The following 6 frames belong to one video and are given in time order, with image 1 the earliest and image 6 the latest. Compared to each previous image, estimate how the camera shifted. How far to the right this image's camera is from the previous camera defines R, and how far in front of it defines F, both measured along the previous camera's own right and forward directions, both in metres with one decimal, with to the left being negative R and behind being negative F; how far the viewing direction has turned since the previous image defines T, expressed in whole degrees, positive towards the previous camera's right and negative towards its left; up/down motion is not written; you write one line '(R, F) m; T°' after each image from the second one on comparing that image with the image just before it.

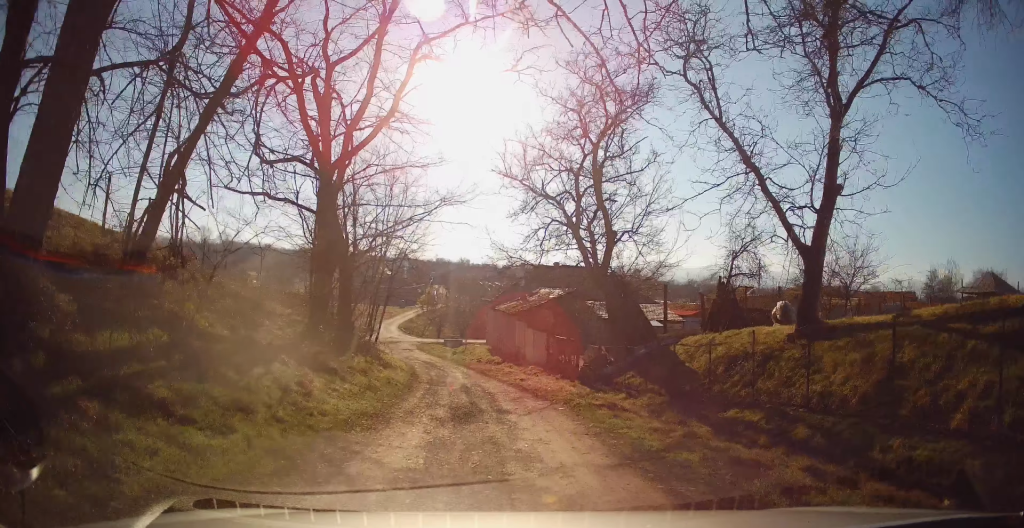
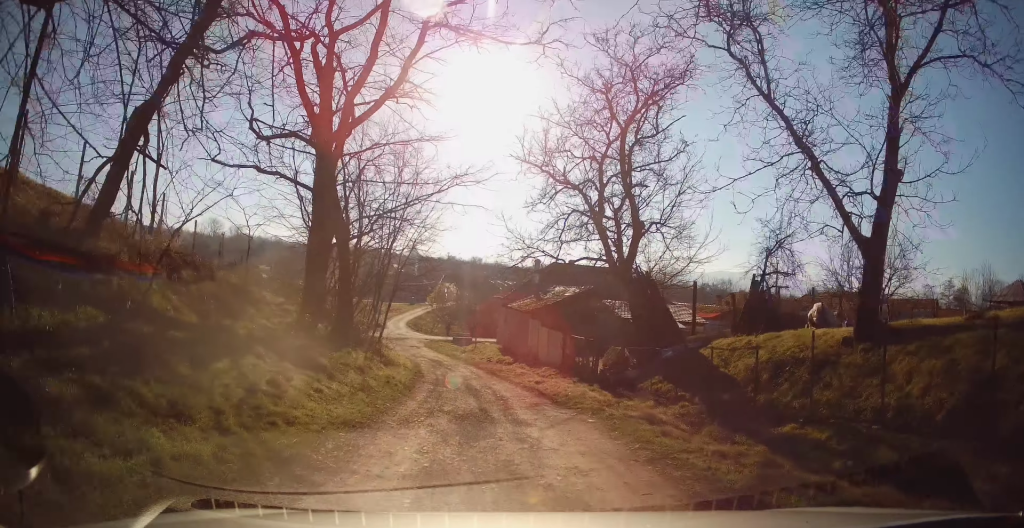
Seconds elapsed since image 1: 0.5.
(-0.1, +1.8) m; -2°
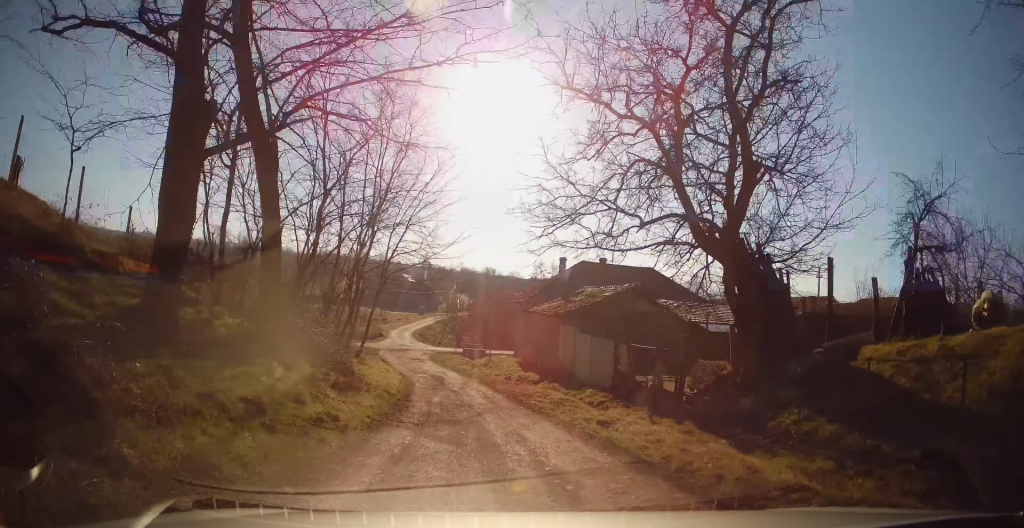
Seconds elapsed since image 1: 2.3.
(-0.4, +7.4) m; +1°
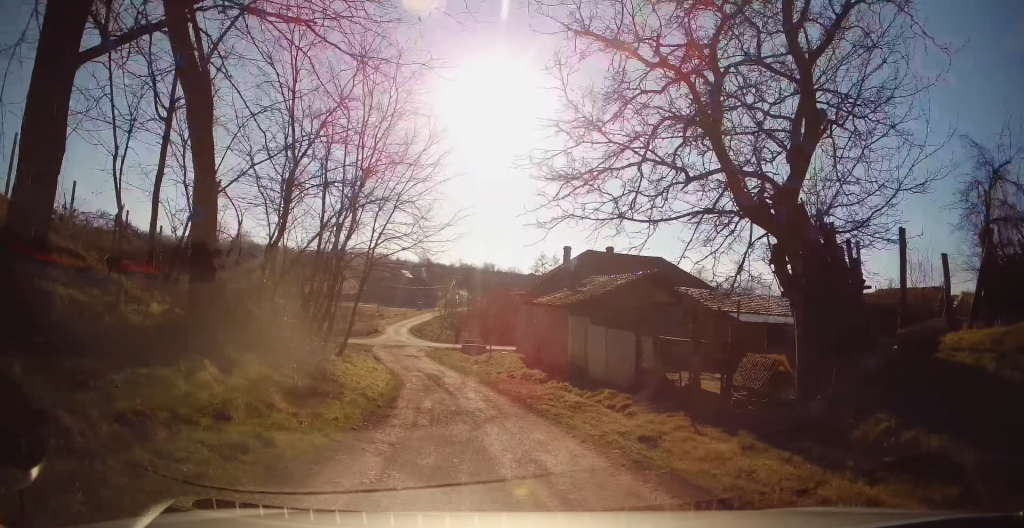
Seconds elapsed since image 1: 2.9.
(+0.1, +2.6) m; +2°
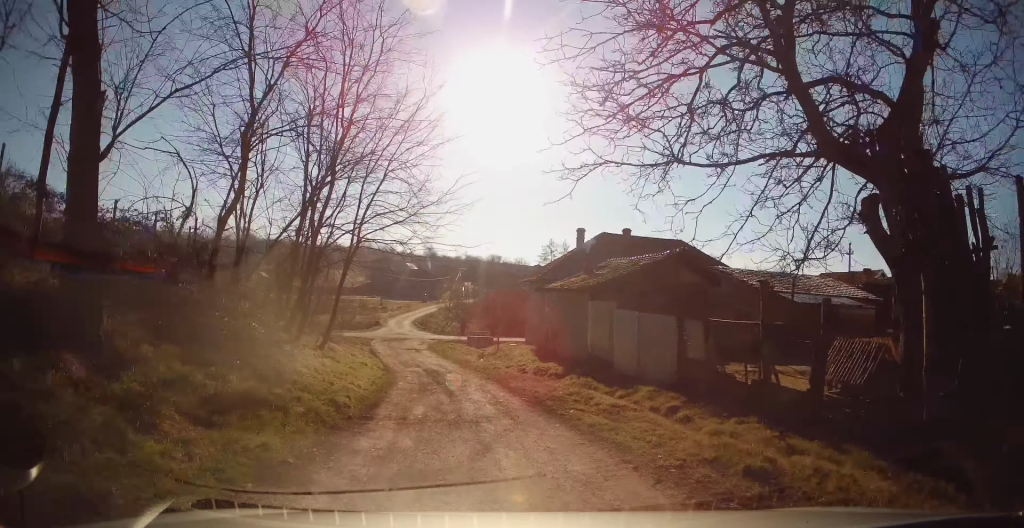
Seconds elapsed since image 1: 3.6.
(+0.4, +3.0) m; 0°
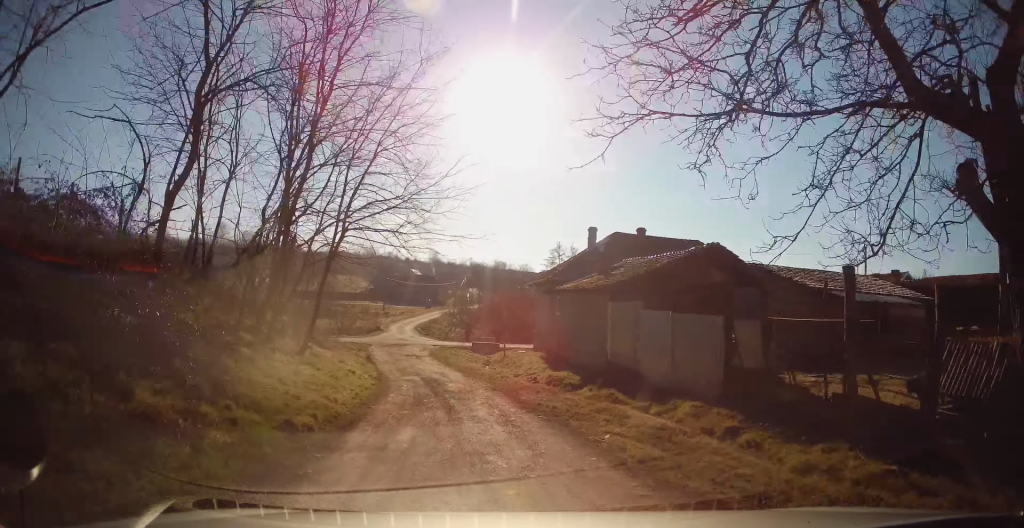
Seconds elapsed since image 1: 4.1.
(-0.3, +2.3) m; -1°
